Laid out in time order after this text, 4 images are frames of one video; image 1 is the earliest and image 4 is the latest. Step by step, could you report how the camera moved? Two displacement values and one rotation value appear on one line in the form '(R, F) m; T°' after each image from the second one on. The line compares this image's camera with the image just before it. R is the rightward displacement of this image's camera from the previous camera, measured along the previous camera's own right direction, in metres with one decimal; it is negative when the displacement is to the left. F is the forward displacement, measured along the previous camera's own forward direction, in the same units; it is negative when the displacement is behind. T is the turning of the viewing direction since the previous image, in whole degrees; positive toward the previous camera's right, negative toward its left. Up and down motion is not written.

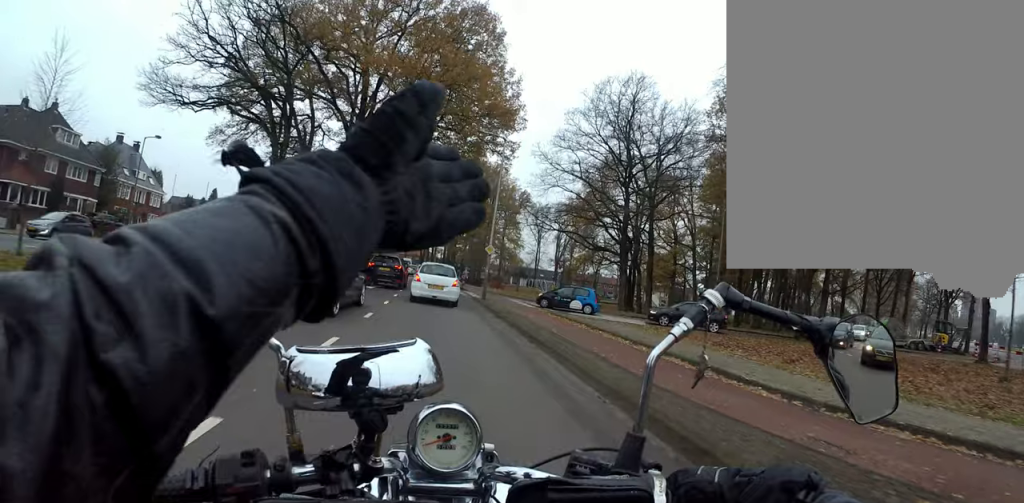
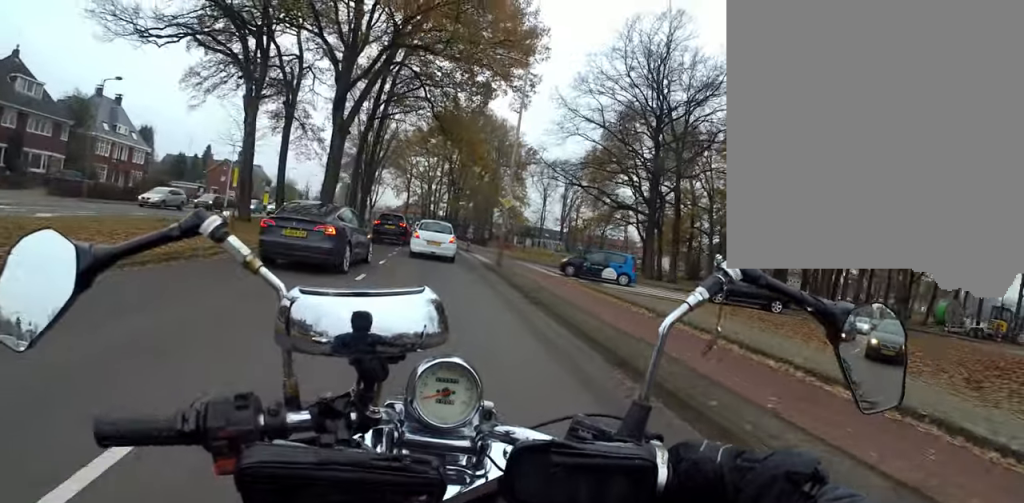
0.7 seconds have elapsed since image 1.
(+0.2, +5.2) m; -2°
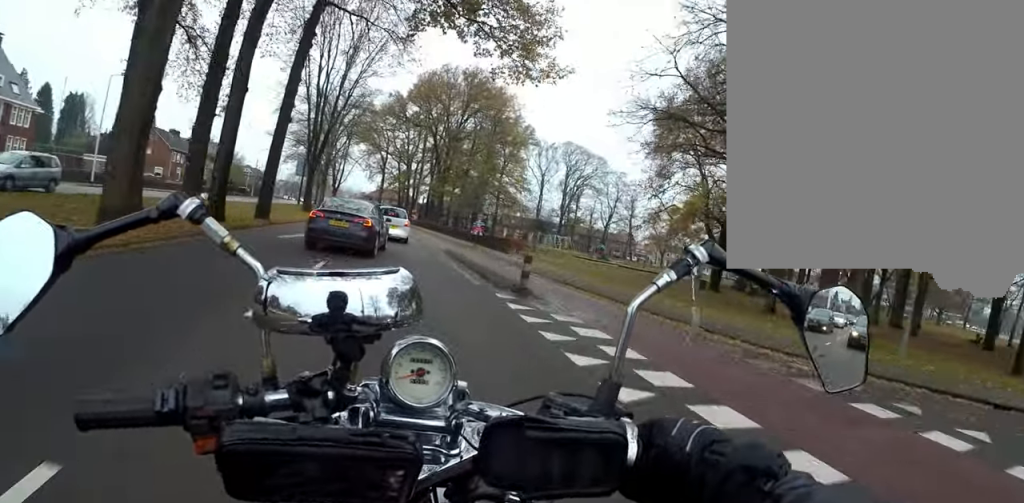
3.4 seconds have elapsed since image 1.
(-1.9, +20.3) m; -8°
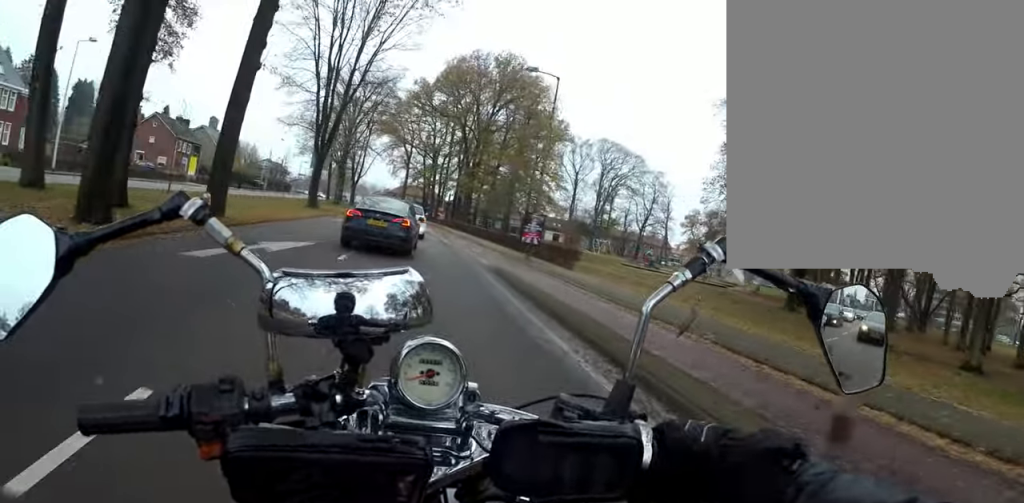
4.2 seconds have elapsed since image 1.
(-0.2, +6.4) m; -1°
